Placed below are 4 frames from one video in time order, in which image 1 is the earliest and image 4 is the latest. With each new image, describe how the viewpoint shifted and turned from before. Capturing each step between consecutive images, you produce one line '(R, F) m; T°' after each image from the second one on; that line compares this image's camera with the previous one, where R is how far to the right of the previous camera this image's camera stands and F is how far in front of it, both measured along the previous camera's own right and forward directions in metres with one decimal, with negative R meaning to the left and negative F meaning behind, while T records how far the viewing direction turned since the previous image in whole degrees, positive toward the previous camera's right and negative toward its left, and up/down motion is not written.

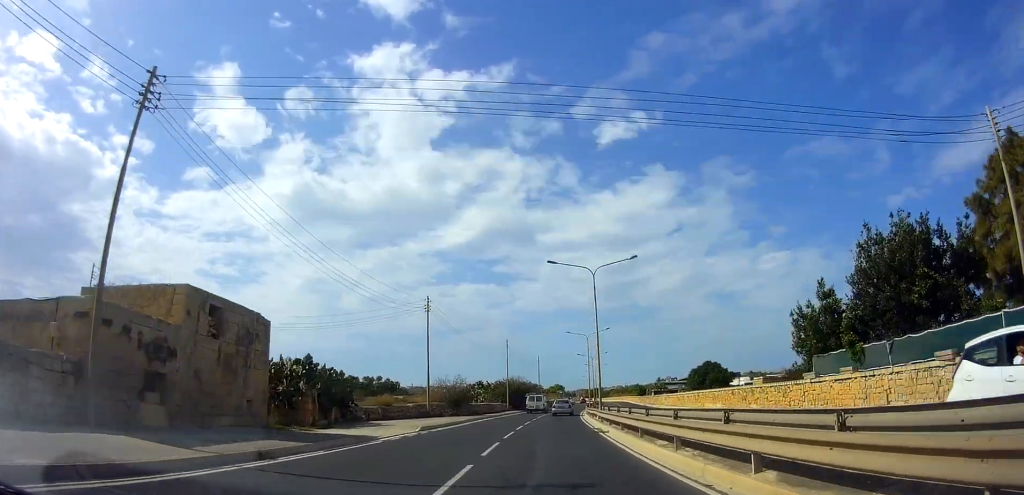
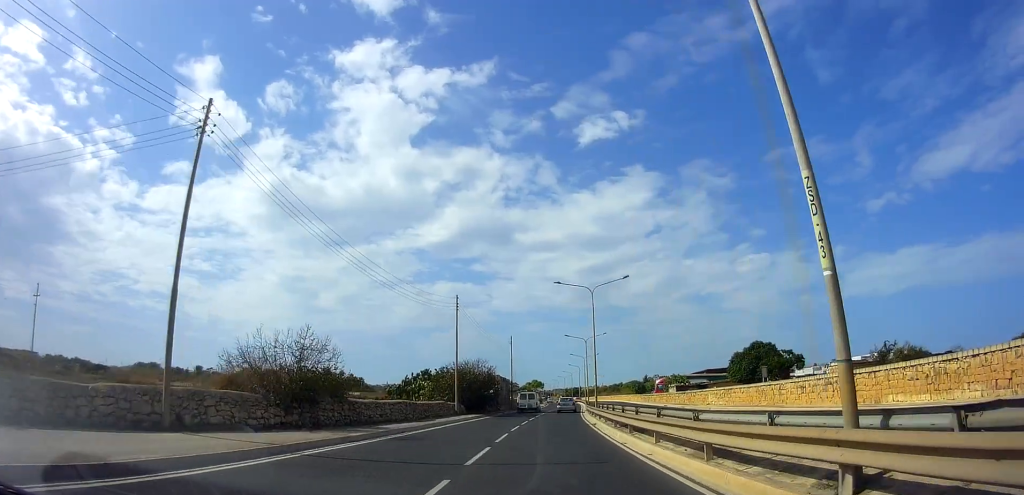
(+0.4, +26.4) m; +1°
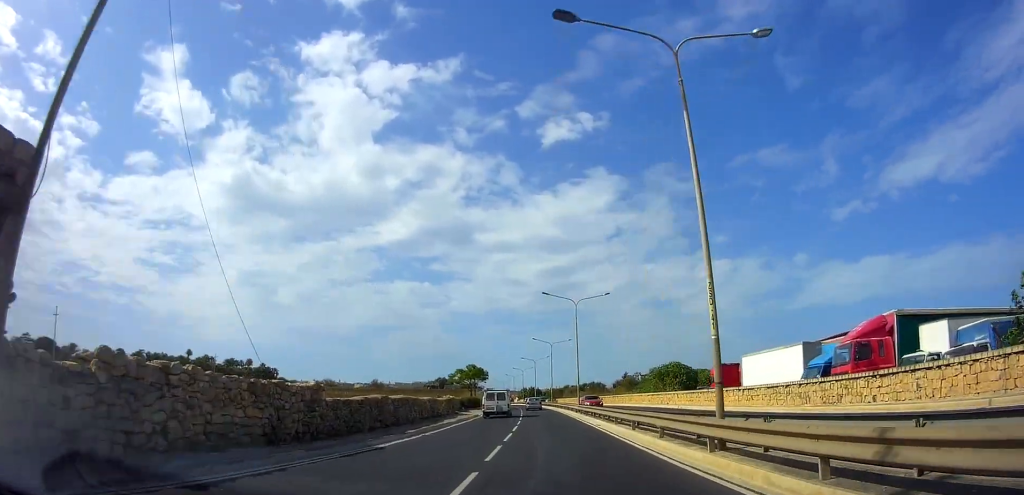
(+2.5, +59.8) m; +4°
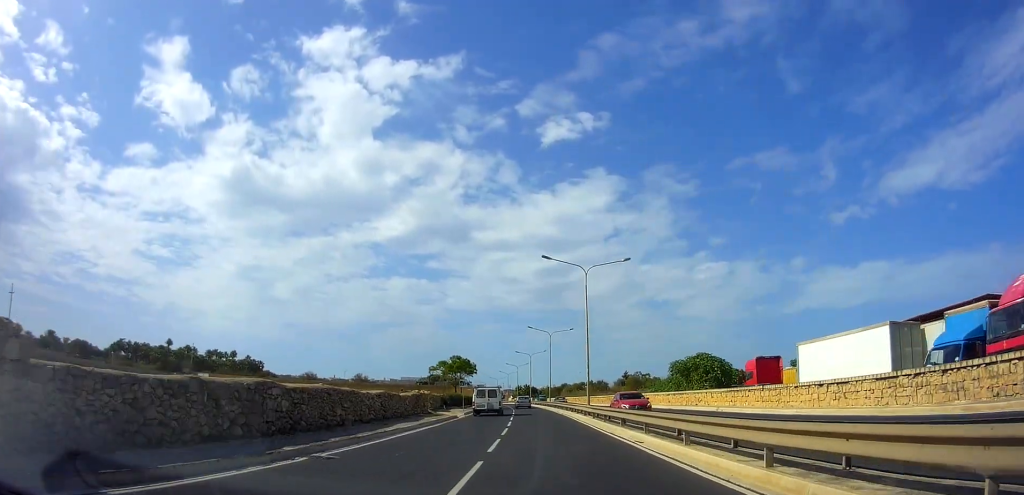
(+0.2, +10.6) m; 0°
